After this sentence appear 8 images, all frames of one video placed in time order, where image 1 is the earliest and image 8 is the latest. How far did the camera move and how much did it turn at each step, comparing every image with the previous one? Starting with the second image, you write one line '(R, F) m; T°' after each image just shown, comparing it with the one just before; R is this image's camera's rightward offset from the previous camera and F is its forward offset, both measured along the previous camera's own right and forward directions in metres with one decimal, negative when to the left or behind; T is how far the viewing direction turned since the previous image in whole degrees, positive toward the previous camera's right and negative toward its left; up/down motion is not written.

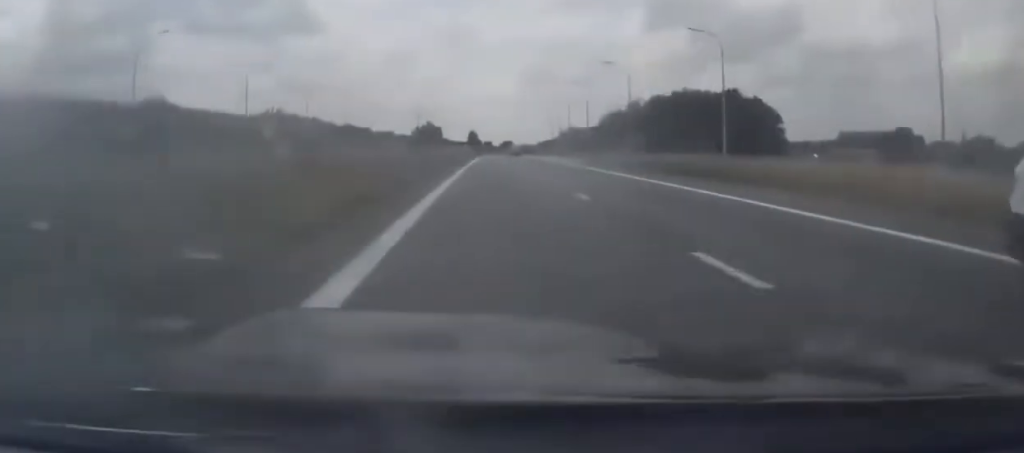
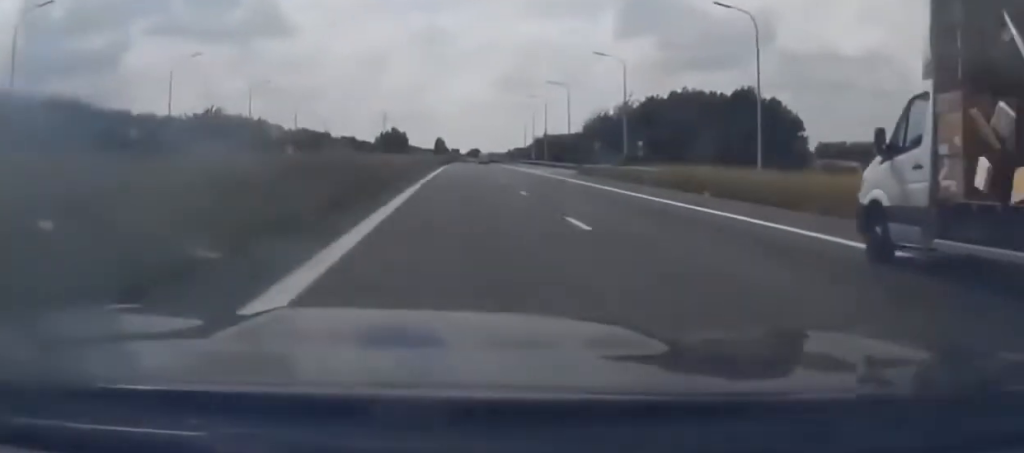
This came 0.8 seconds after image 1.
(0.0, +16.3) m; 0°
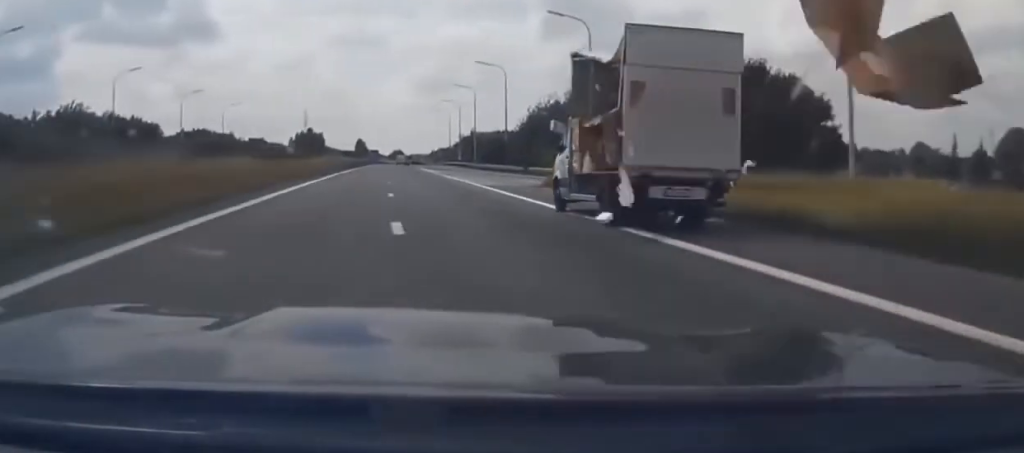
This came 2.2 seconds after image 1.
(0.0, +25.6) m; 0°
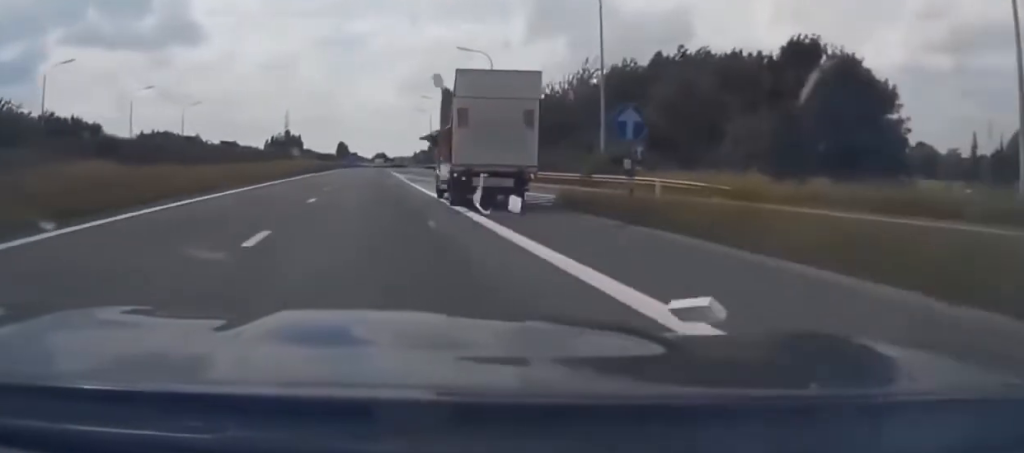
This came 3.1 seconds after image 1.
(0.0, +14.5) m; 0°
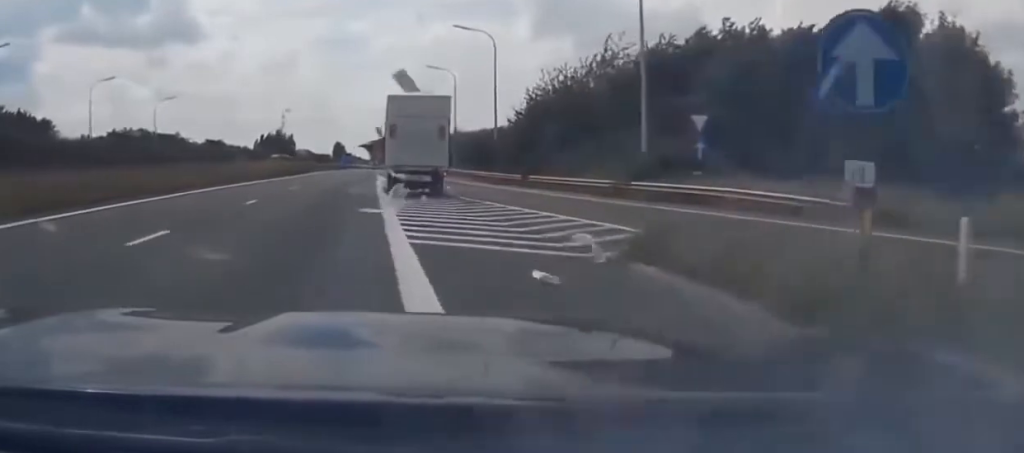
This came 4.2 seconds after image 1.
(0.0, +13.7) m; 0°
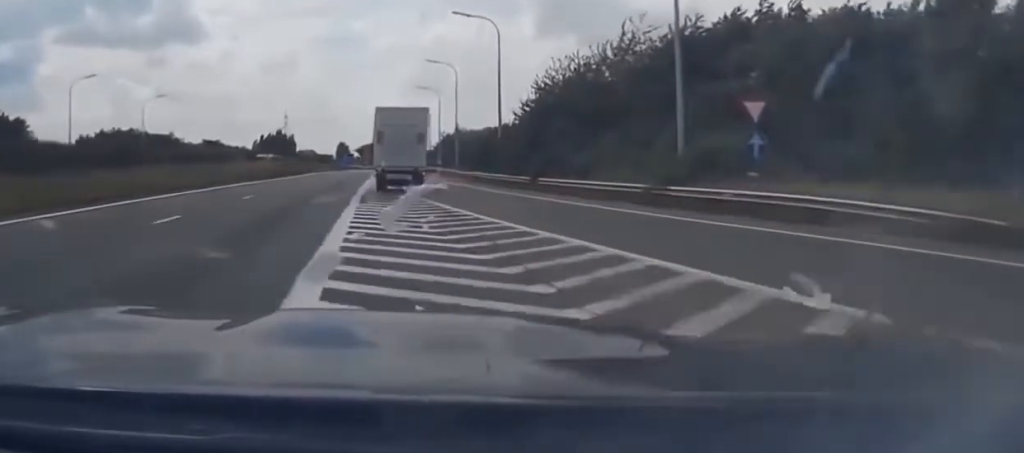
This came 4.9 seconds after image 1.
(0.0, +8.3) m; 0°
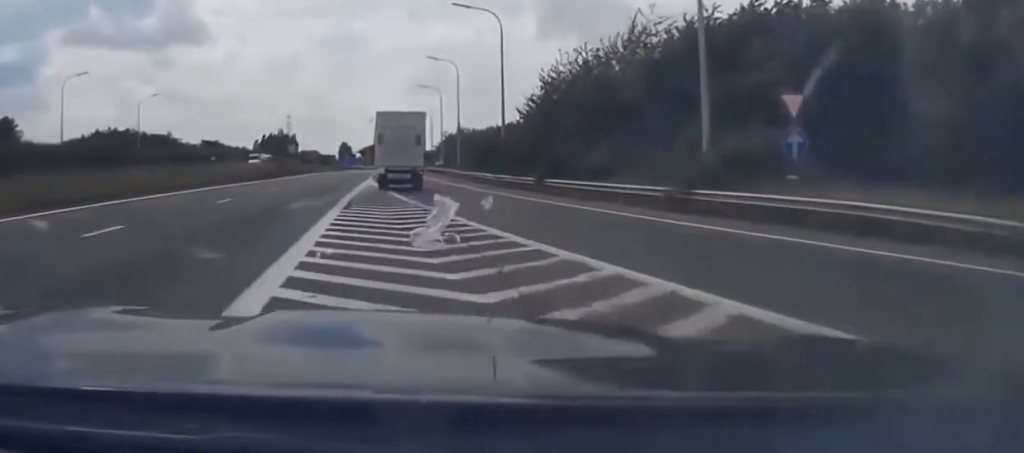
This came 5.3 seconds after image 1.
(0.0, +4.6) m; 0°
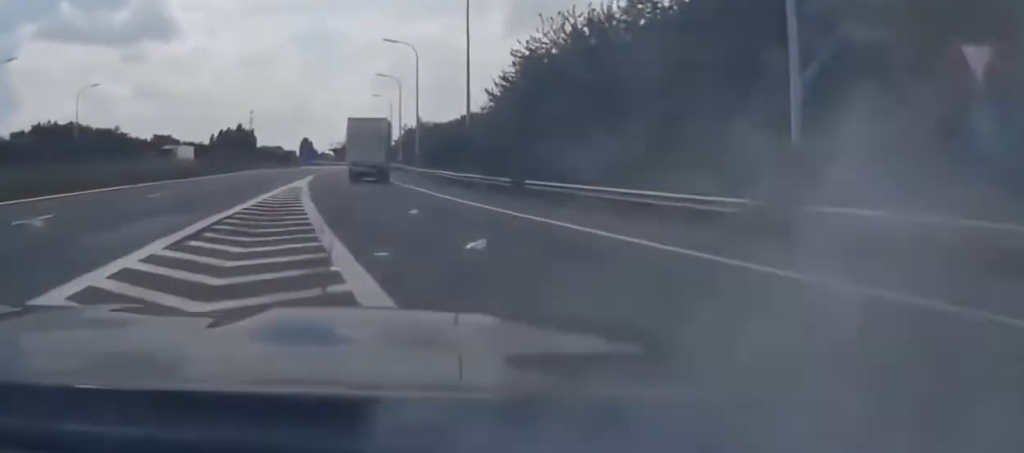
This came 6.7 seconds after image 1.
(0.0, +14.1) m; +1°
